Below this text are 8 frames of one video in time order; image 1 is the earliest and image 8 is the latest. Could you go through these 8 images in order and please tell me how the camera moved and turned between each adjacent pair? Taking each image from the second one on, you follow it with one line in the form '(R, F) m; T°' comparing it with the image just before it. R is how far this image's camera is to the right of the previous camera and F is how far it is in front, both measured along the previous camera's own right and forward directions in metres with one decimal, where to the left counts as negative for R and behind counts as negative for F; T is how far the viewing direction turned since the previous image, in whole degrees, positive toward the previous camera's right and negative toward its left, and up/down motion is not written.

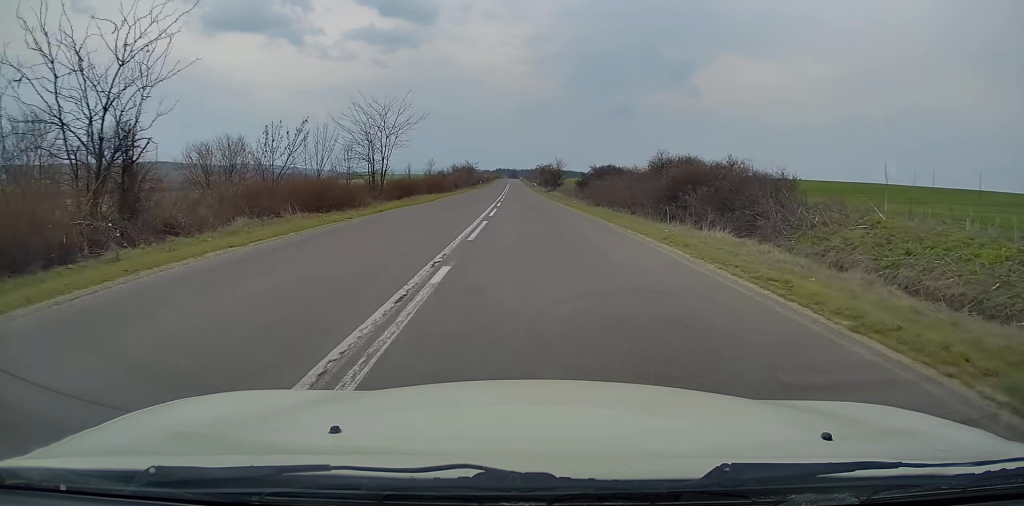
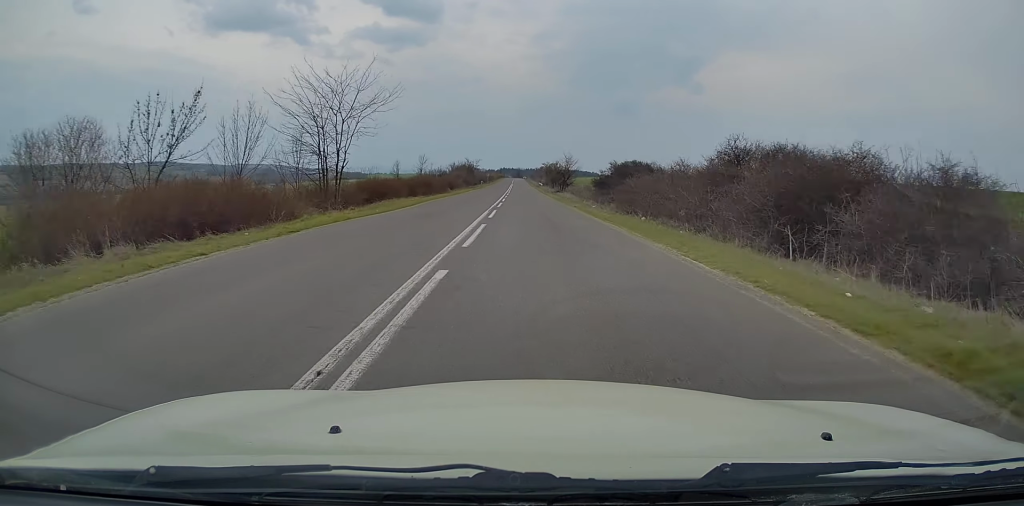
(0.0, +10.6) m; -1°
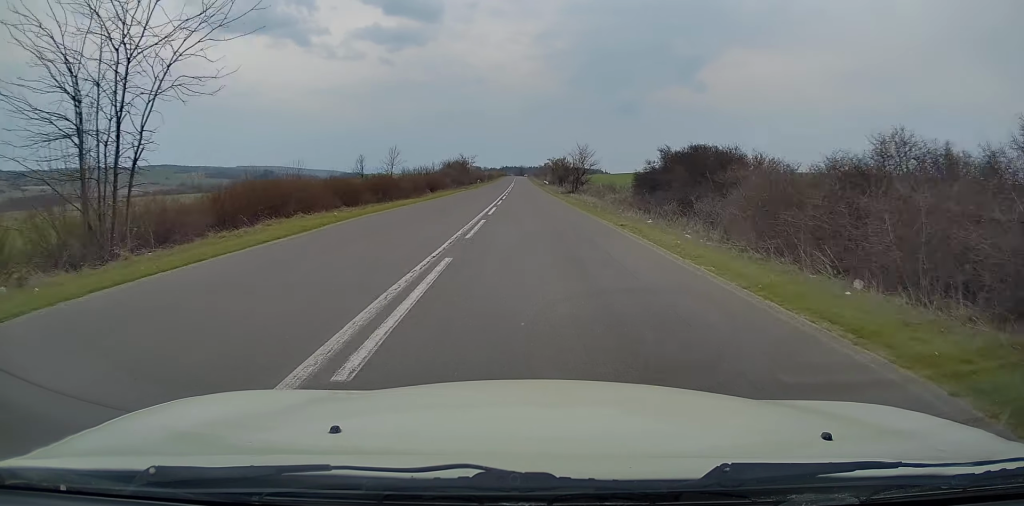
(-0.2, +17.0) m; -1°
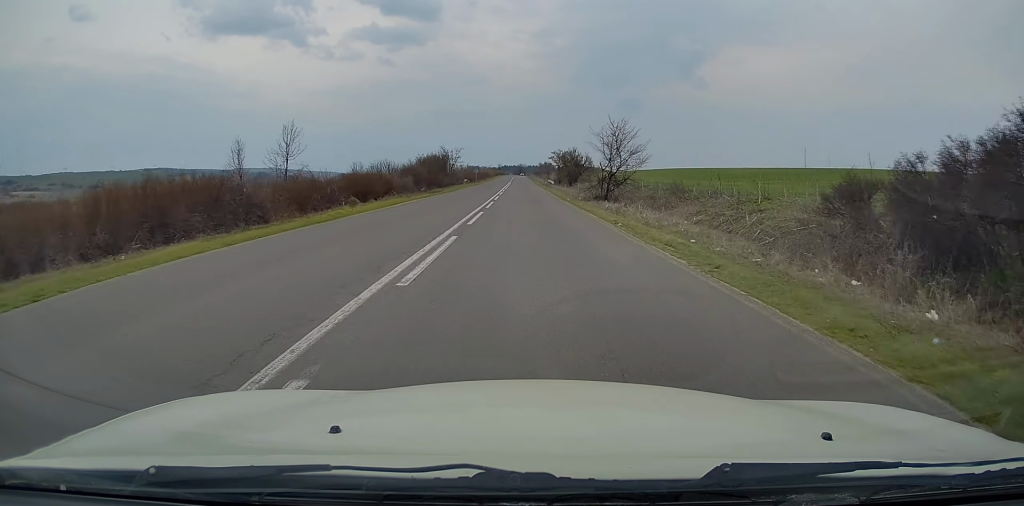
(-0.1, +24.4) m; 0°
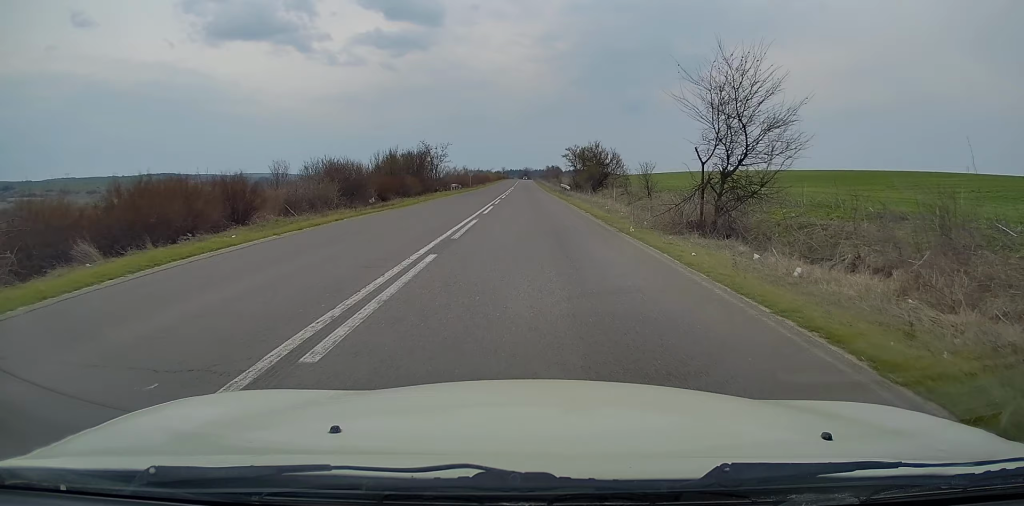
(+0.1, +21.3) m; 0°
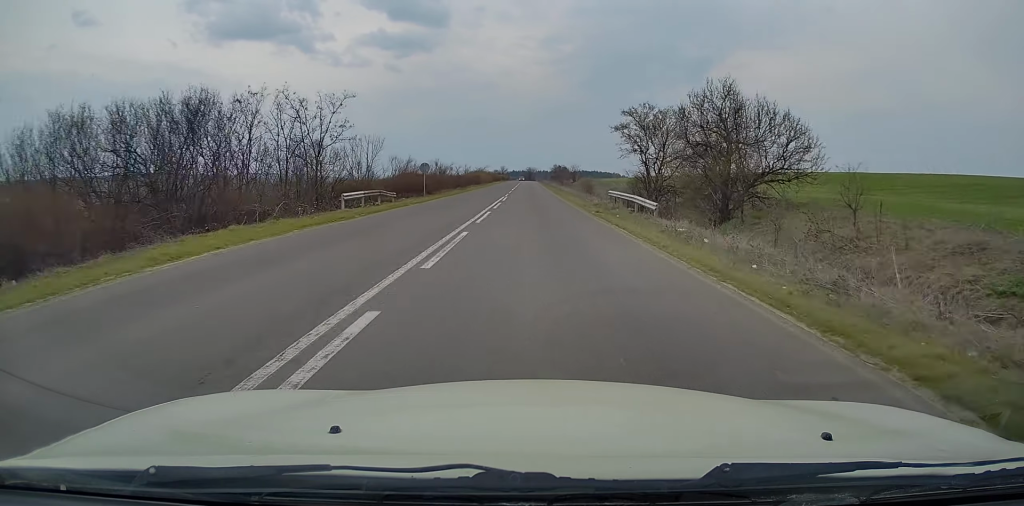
(0.0, +41.8) m; 0°
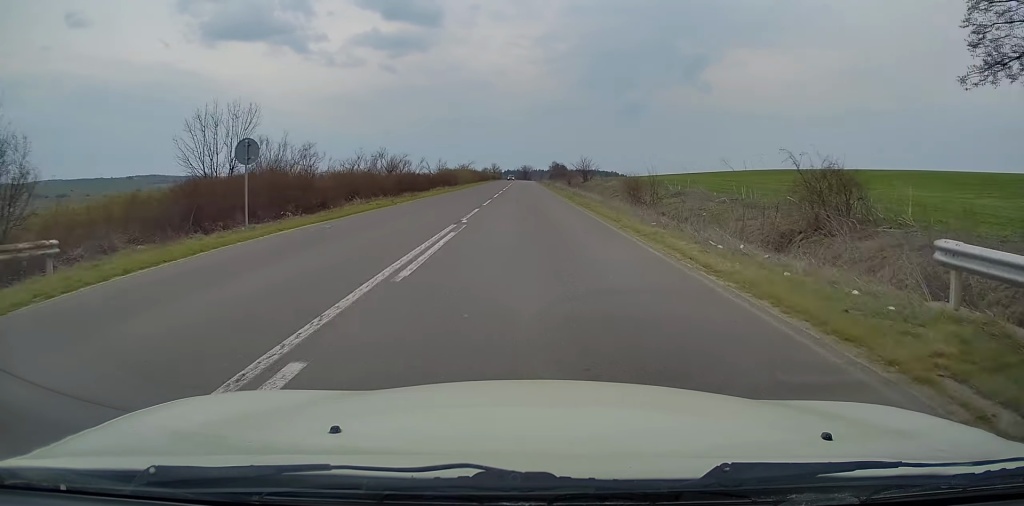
(+0.1, +29.2) m; 0°
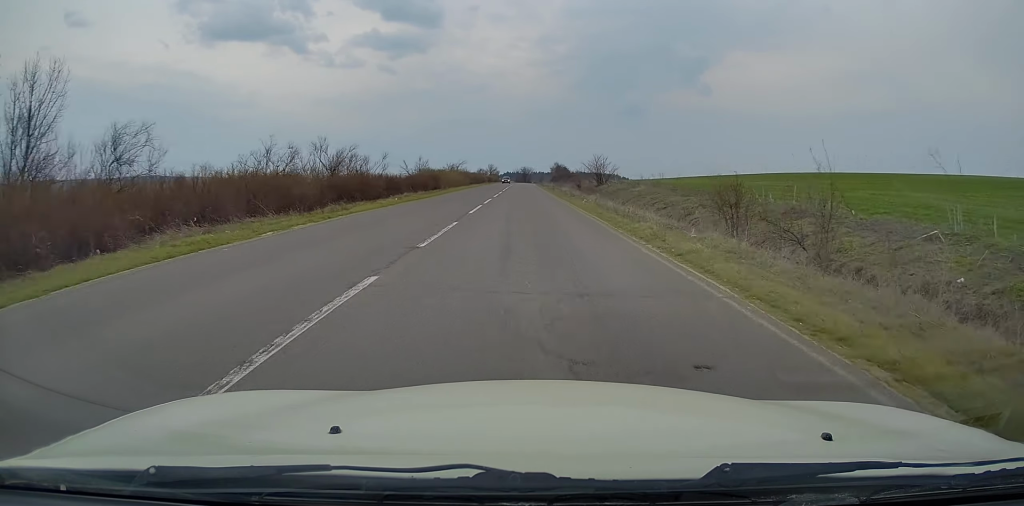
(0.0, +16.4) m; 0°
